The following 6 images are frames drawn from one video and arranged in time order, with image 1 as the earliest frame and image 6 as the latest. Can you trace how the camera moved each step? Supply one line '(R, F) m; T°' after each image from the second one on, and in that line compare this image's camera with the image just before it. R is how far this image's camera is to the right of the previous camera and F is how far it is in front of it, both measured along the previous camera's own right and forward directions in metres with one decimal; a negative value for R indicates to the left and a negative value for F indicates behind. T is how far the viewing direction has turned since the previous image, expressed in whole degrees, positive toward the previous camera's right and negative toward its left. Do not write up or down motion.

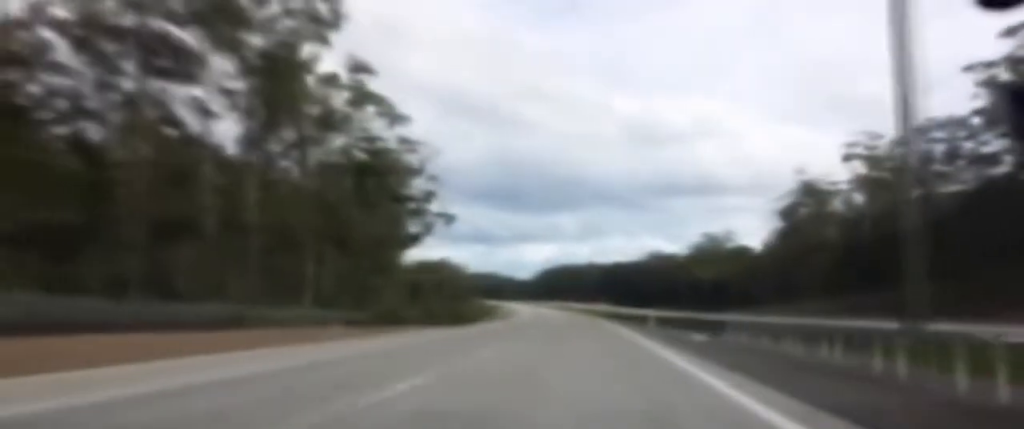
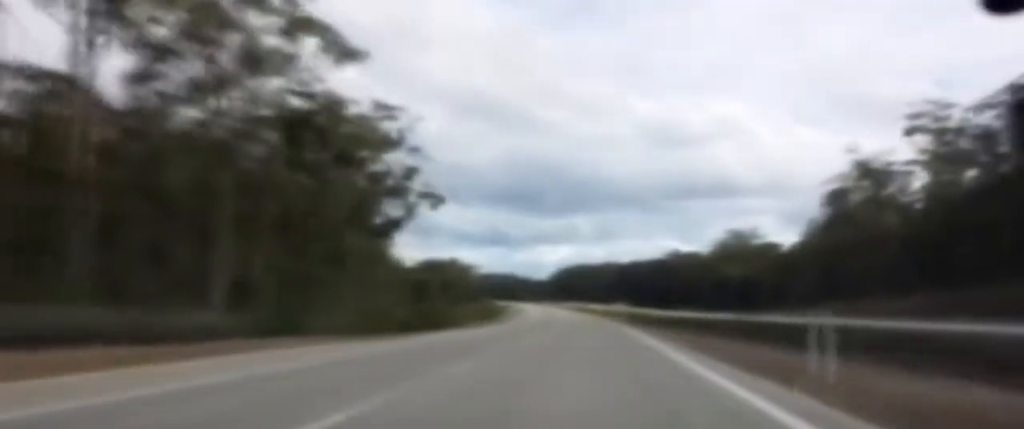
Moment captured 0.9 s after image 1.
(0.0, +27.4) m; 0°
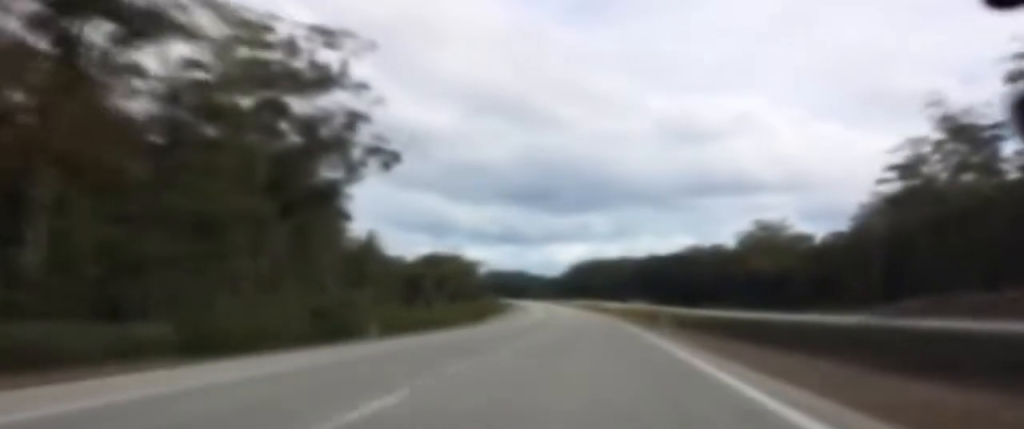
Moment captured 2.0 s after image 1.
(-0.2, +32.5) m; -2°
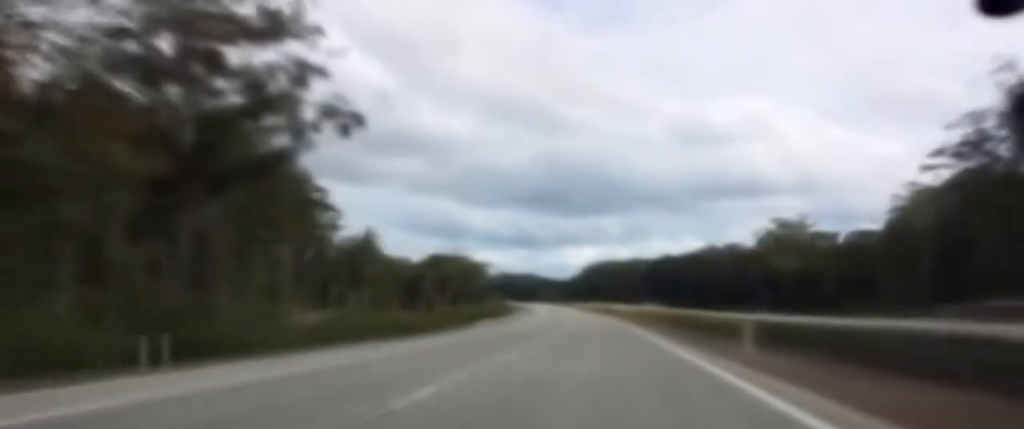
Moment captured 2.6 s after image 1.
(-0.3, +20.4) m; 0°
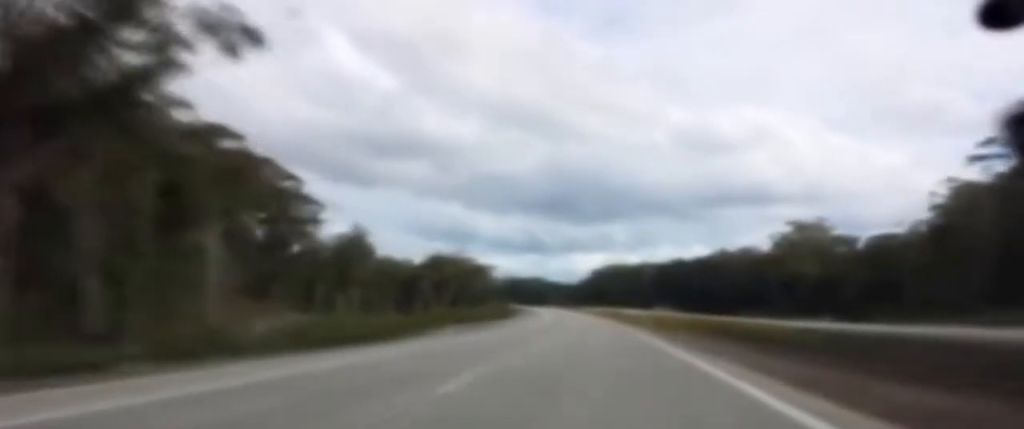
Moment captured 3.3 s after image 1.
(-0.1, +21.4) m; 0°
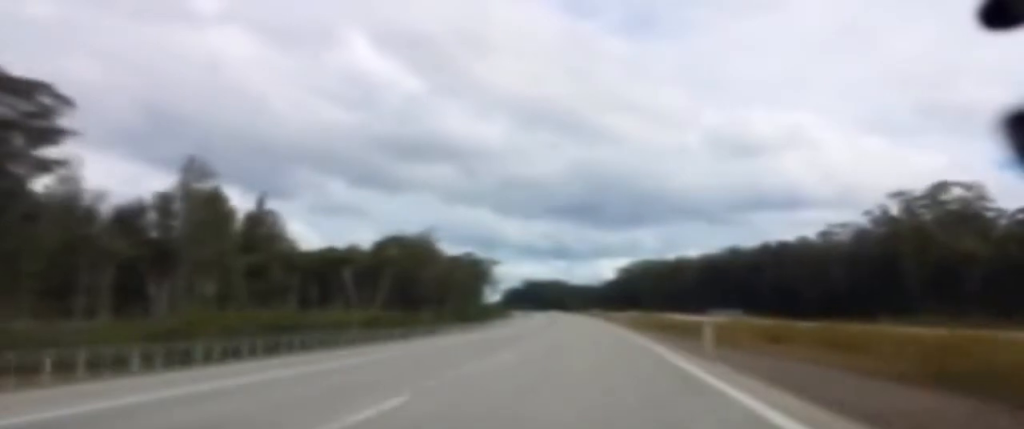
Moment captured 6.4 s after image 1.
(+0.2, +94.9) m; -1°
